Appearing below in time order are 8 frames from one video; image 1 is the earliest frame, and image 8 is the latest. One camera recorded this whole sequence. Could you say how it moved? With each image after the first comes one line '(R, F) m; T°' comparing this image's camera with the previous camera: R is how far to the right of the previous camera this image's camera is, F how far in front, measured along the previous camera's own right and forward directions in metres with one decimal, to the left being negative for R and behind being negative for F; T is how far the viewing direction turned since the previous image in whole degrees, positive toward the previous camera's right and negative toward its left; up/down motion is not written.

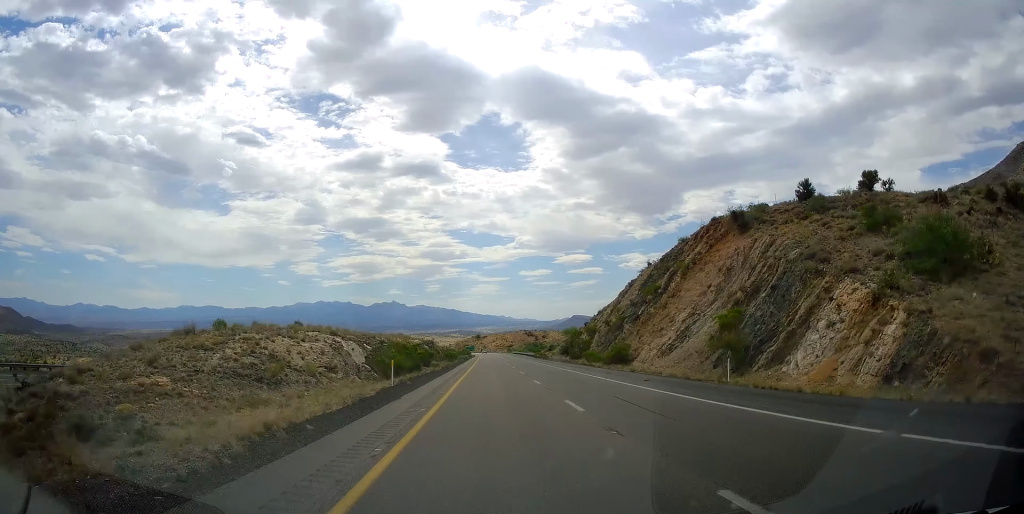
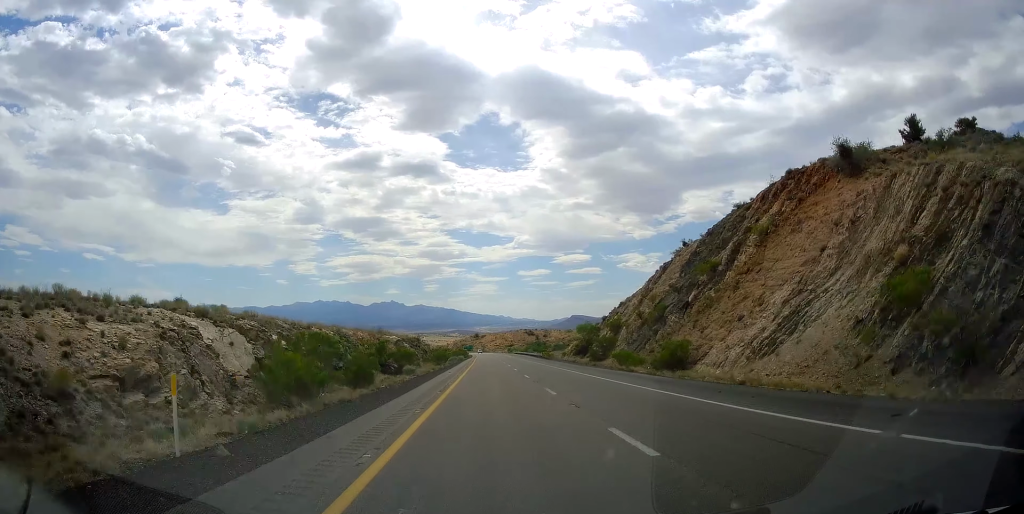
(+0.1, +18.6) m; +1°
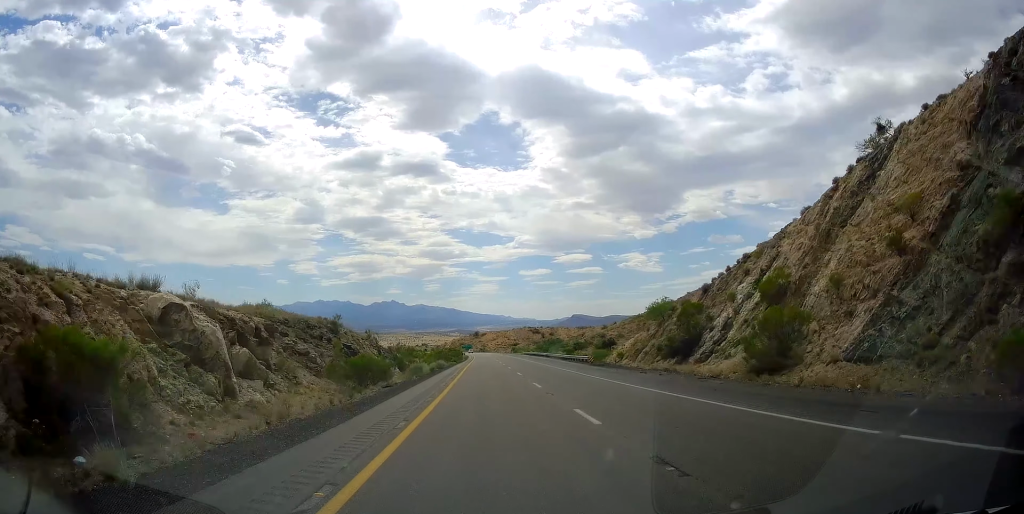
(+0.7, +44.5) m; 0°
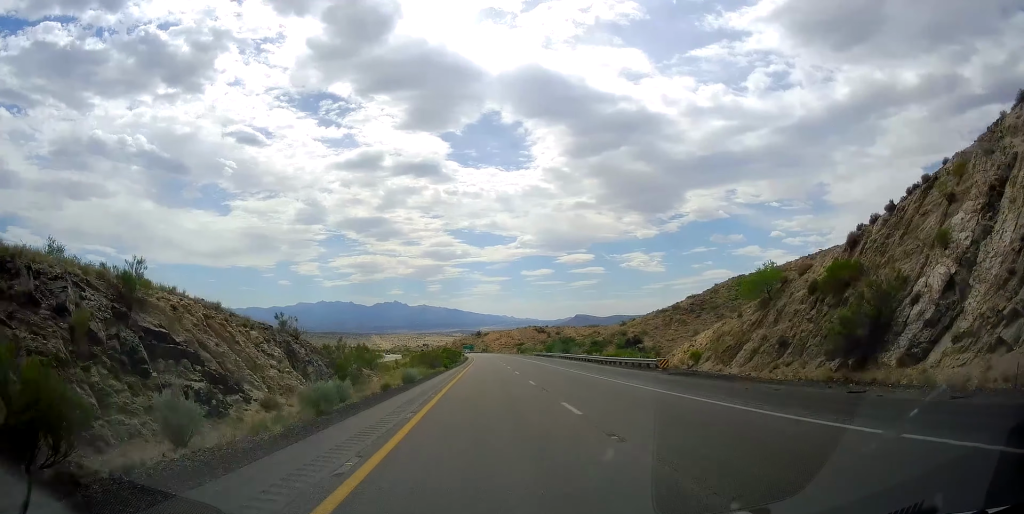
(-0.3, +22.3) m; -1°
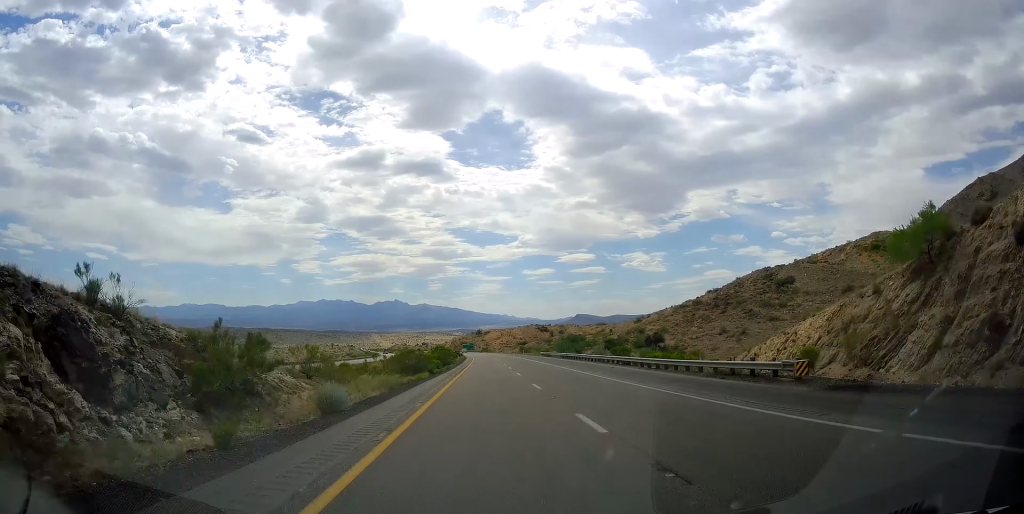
(-0.1, +15.3) m; 0°
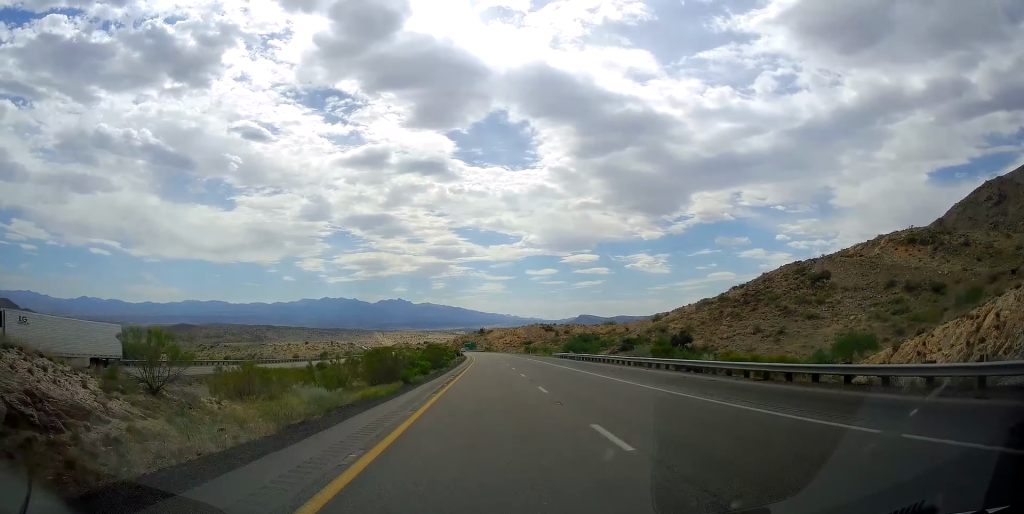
(0.0, +14.2) m; 0°
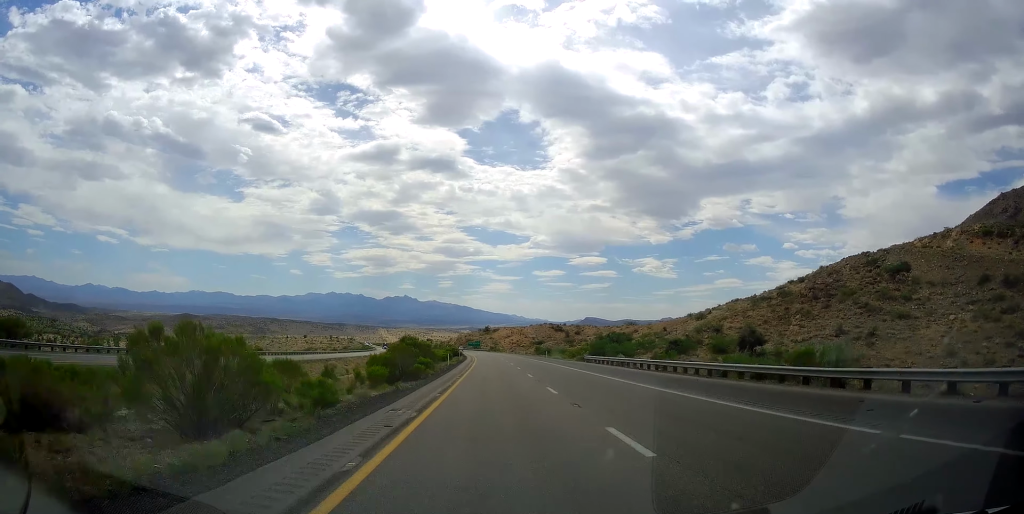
(0.0, +24.8) m; 0°
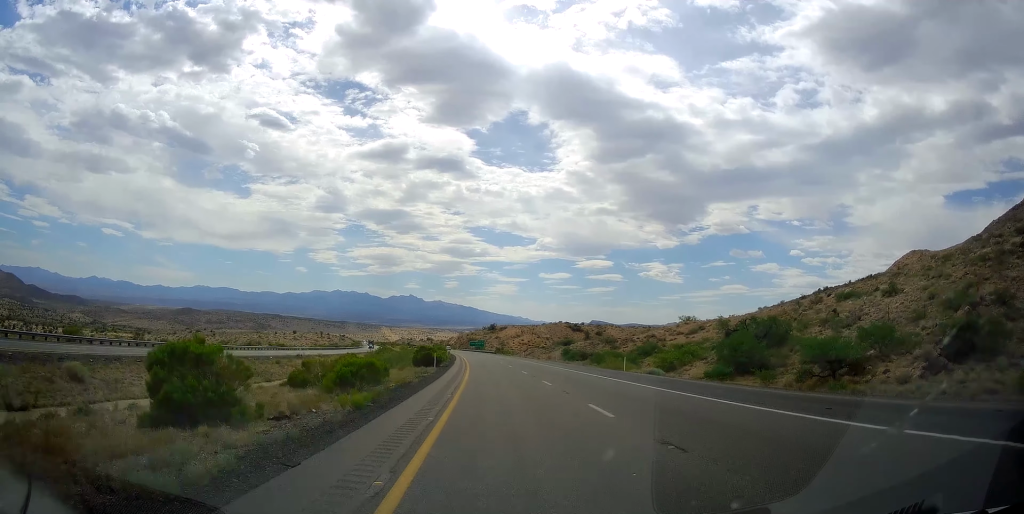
(-0.7, +55.7) m; -1°
